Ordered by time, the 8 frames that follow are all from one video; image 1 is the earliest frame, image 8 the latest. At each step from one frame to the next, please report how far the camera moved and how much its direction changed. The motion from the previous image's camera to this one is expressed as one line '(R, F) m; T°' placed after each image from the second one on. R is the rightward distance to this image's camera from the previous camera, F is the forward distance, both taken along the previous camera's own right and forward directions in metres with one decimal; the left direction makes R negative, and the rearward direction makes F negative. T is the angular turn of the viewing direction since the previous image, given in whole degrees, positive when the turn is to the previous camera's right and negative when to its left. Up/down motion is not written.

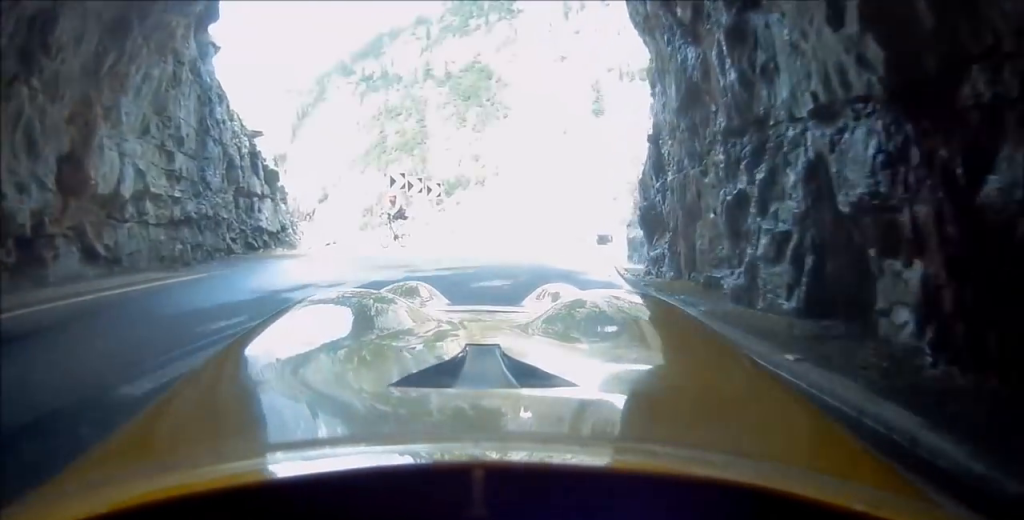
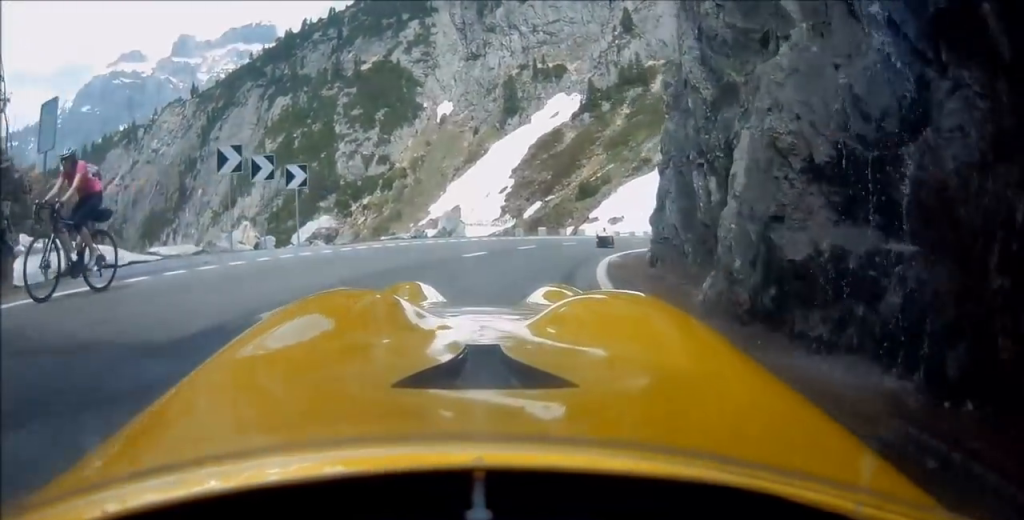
(+2.2, +13.1) m; +13°
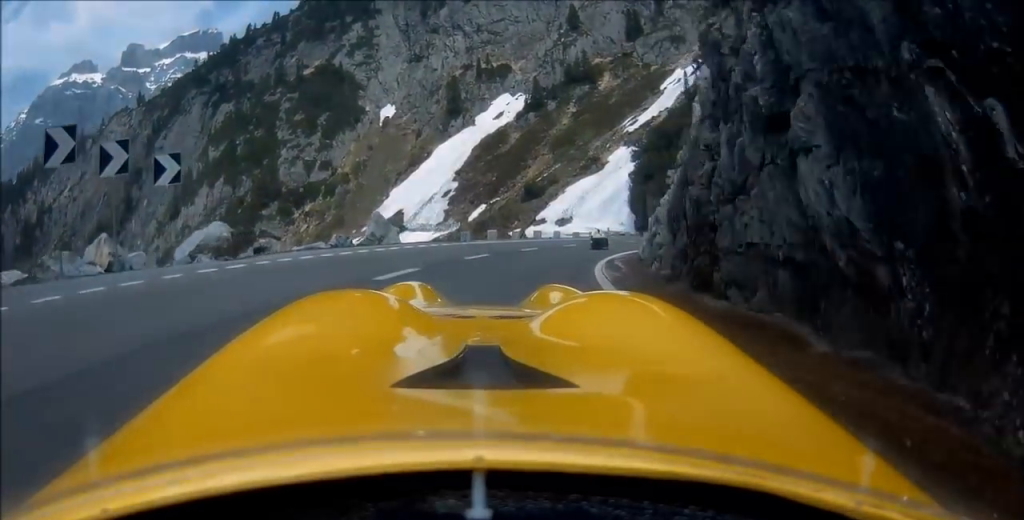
(+0.3, +7.2) m; +6°
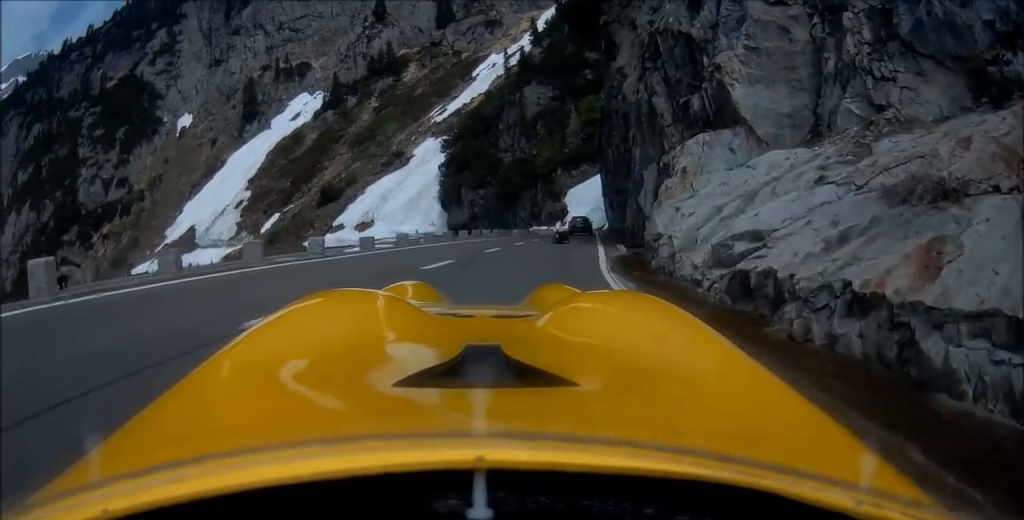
(+1.1, +25.9) m; -2°
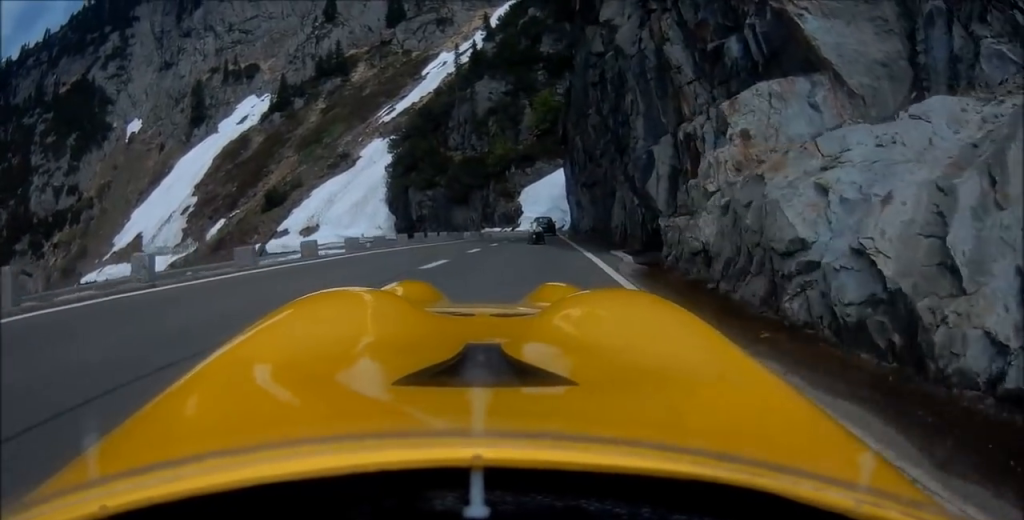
(-0.2, +6.9) m; -1°
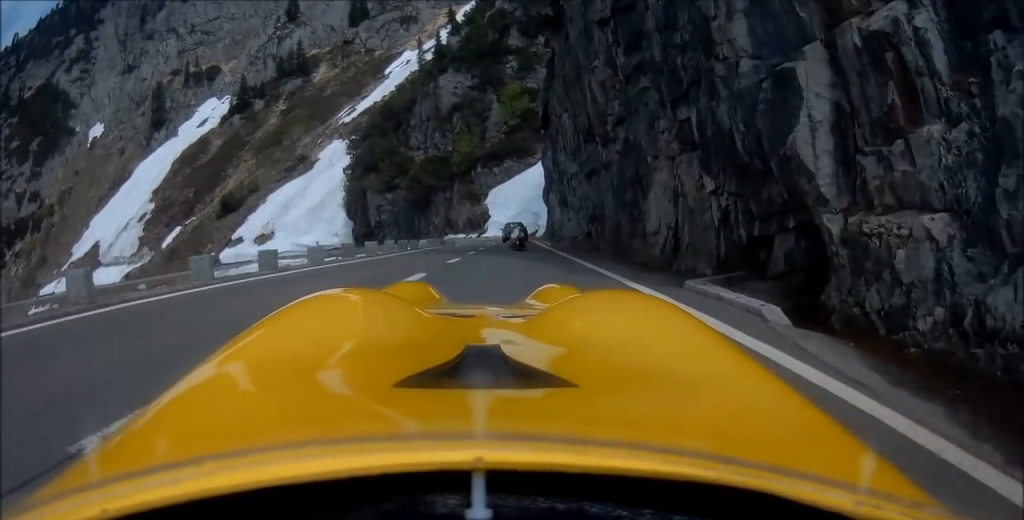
(-0.2, +8.7) m; +6°
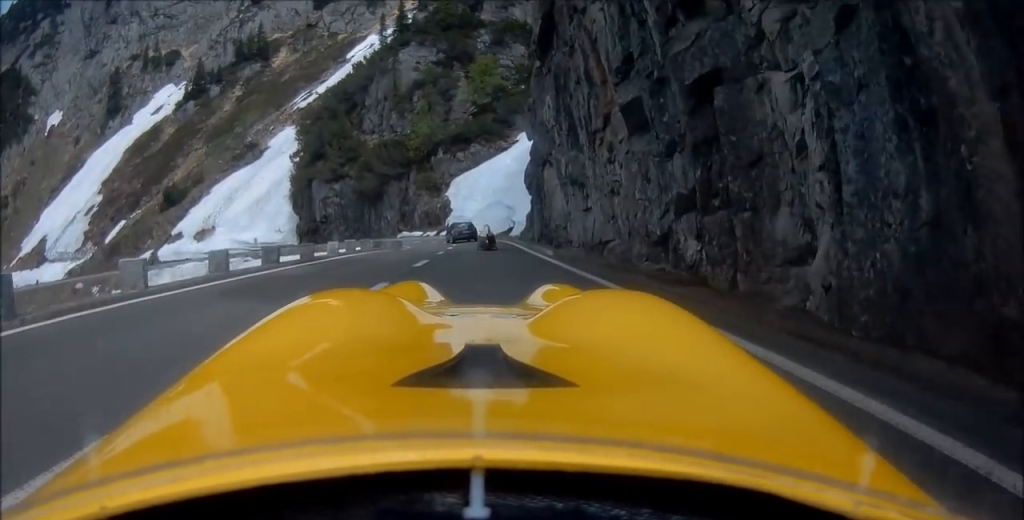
(+1.6, +13.6) m; +9°
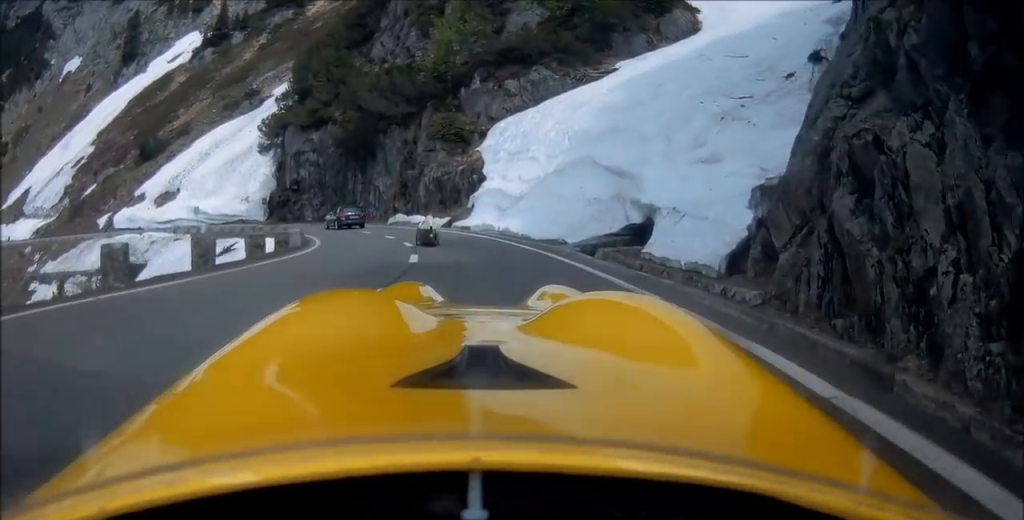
(+1.7, +30.5) m; +2°
